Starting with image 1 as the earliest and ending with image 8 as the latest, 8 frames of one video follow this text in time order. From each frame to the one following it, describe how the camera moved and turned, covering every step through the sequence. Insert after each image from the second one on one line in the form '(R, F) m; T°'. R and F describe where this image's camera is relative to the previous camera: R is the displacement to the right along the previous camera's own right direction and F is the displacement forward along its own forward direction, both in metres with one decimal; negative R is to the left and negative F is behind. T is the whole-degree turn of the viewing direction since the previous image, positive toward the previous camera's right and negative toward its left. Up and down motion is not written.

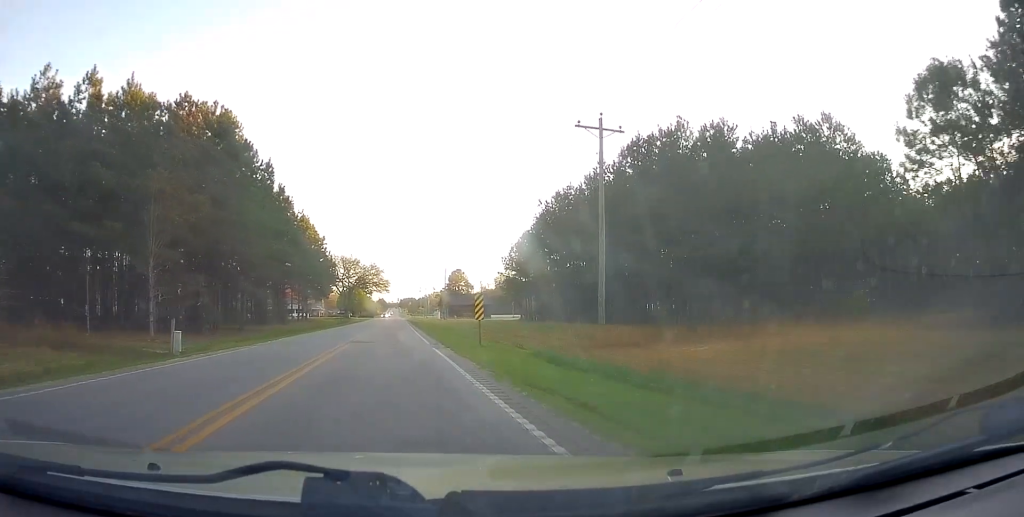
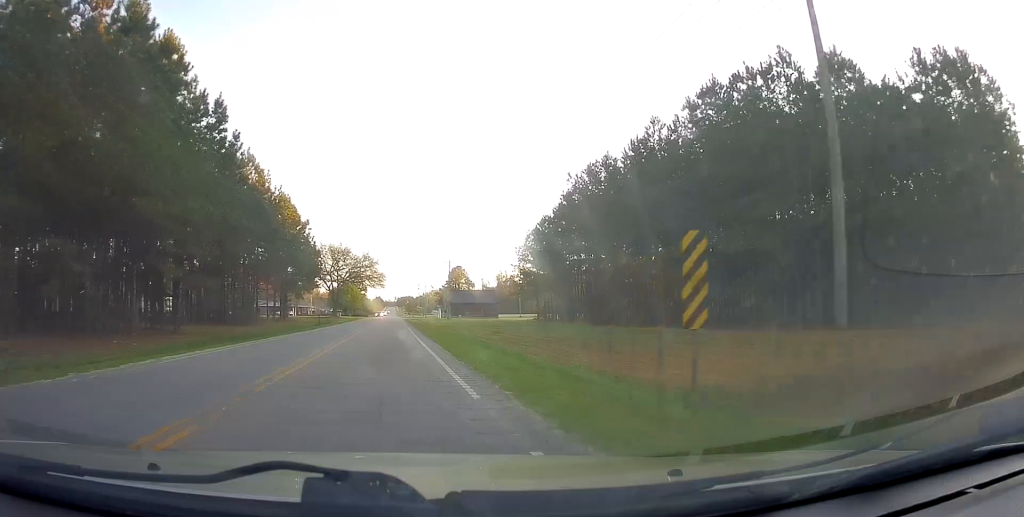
(-0.3, +15.5) m; +1°
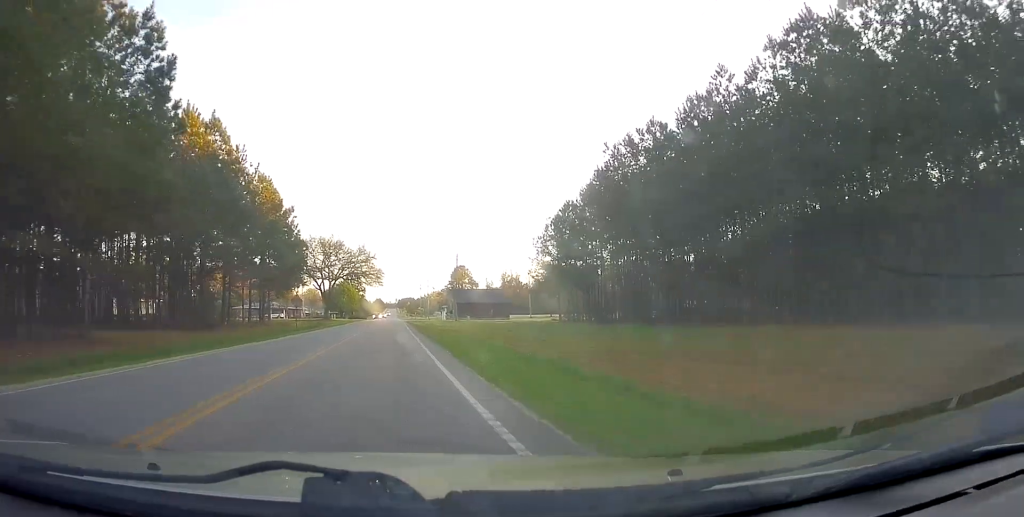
(-0.3, +12.4) m; +1°
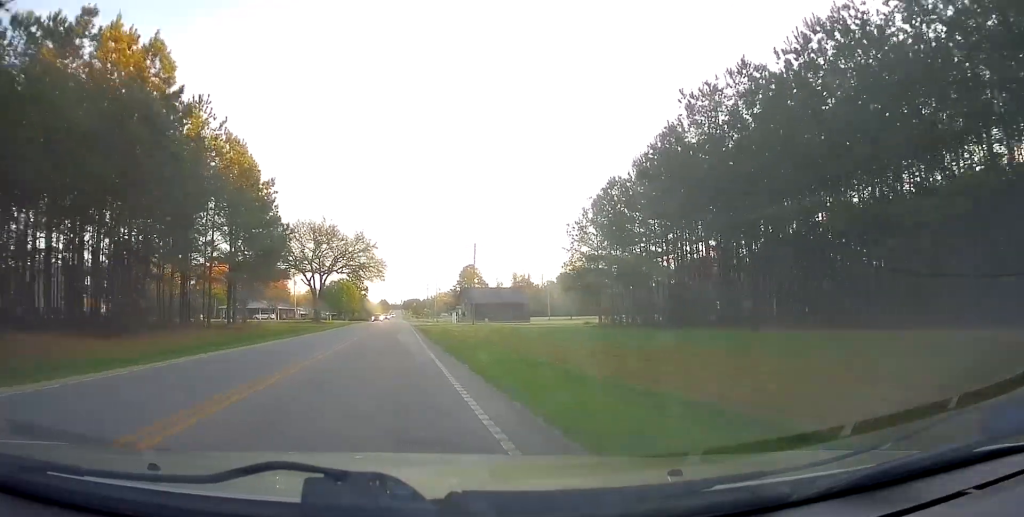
(+0.8, +14.7) m; +1°
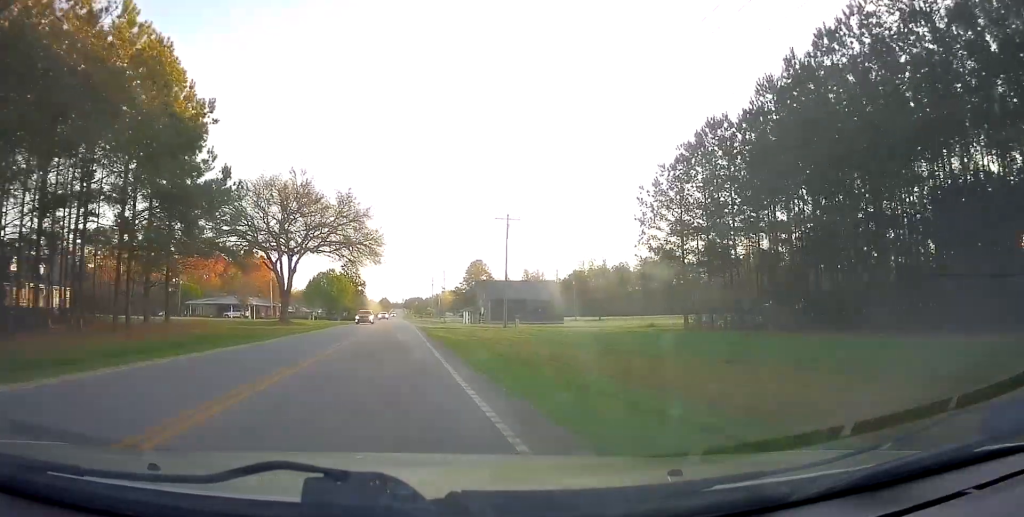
(-0.1, +21.0) m; -1°
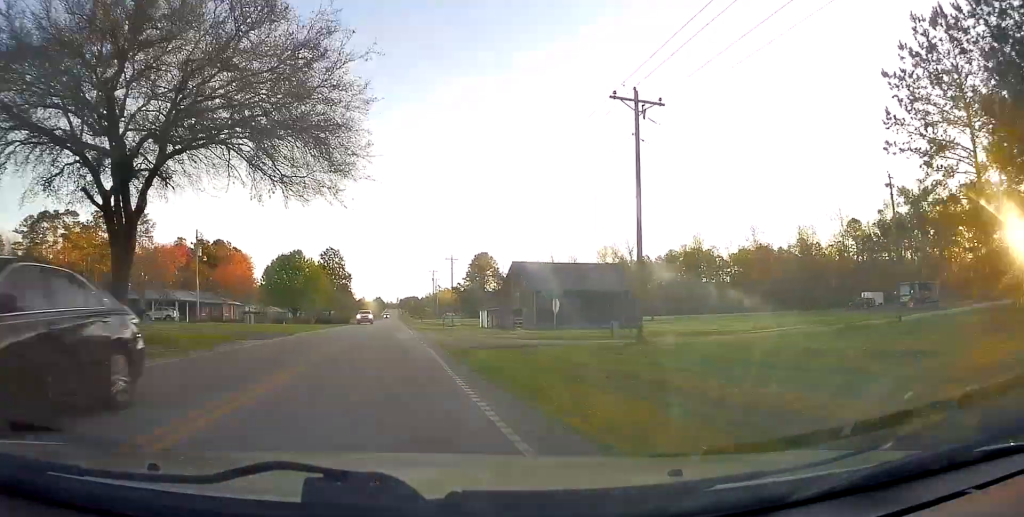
(-0.5, +30.1) m; 0°
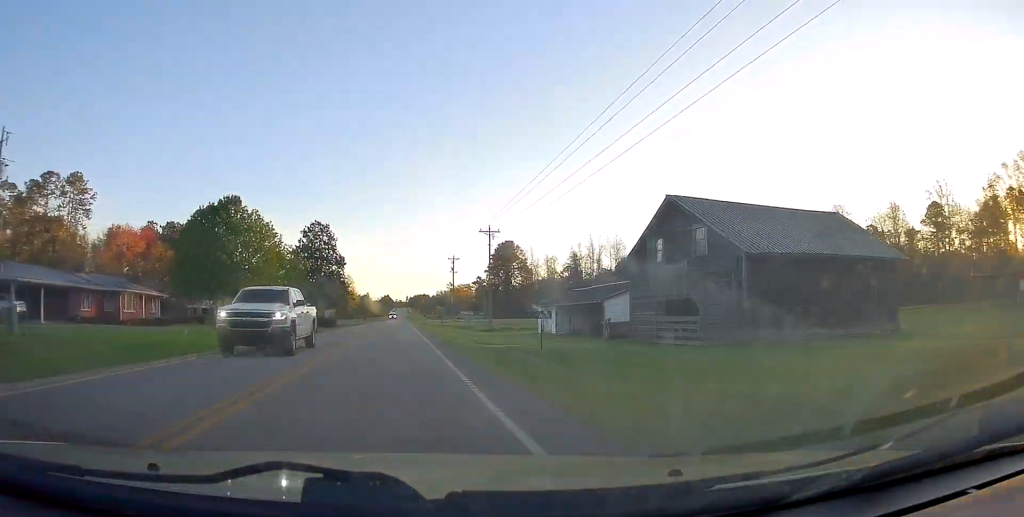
(+0.2, +32.5) m; -1°
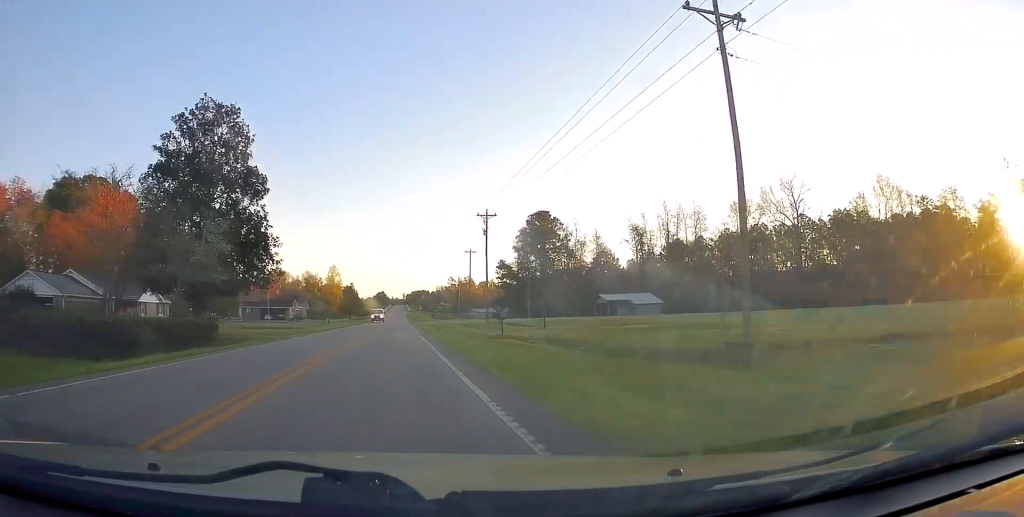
(-0.1, +51.0) m; 0°
